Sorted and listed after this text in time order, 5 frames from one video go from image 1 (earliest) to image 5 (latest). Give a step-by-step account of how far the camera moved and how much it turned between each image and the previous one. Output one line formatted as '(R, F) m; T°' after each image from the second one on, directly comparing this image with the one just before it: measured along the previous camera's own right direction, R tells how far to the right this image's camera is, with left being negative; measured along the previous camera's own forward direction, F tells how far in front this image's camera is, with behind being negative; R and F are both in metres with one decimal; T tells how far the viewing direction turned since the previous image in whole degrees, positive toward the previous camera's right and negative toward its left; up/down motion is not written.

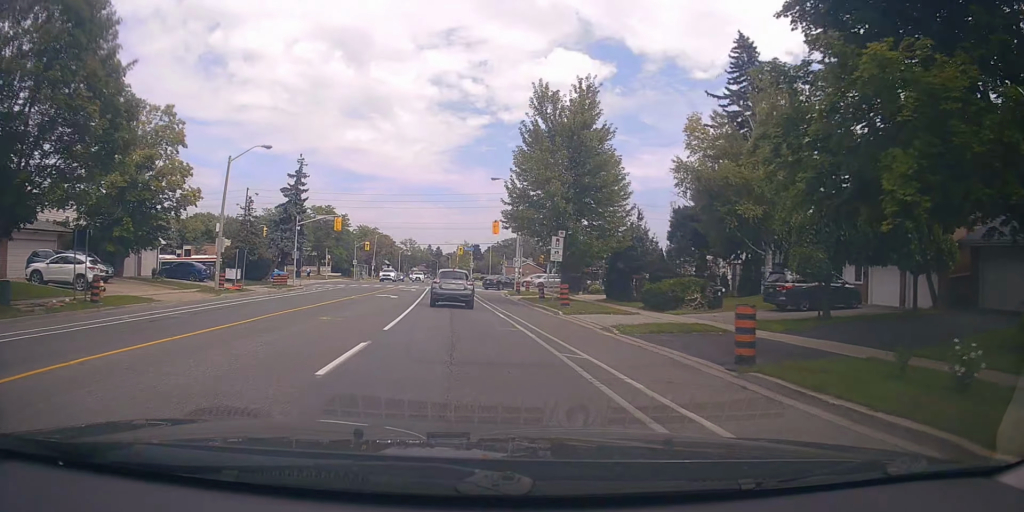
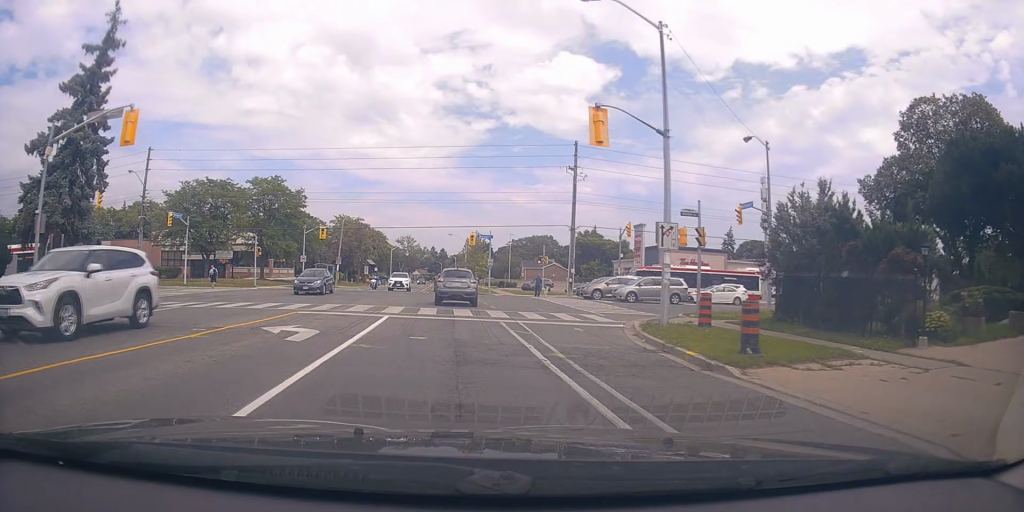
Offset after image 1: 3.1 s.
(-0.8, +34.4) m; -2°
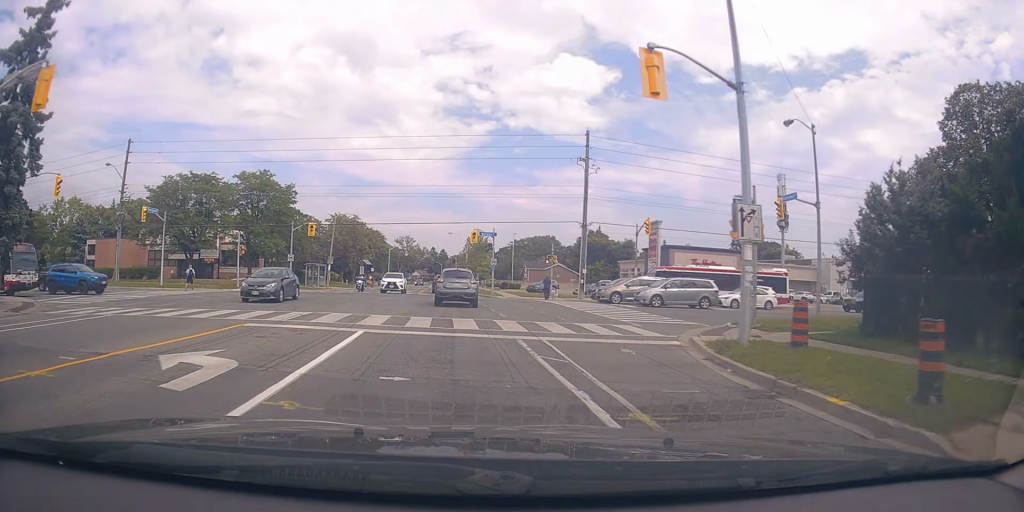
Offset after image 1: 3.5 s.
(+0.5, +4.4) m; +1°
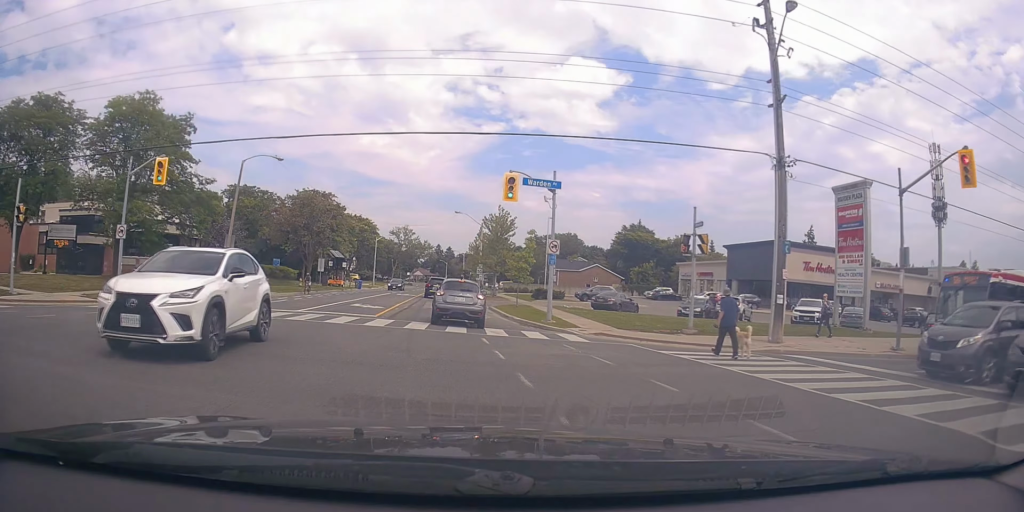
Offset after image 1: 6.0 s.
(+0.1, +28.9) m; +1°
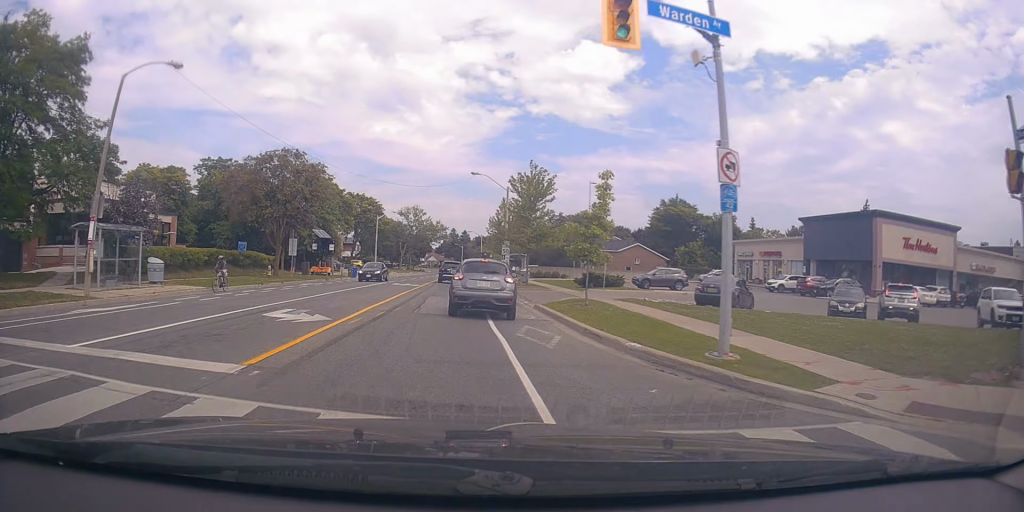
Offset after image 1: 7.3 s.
(-0.1, +14.7) m; -2°
